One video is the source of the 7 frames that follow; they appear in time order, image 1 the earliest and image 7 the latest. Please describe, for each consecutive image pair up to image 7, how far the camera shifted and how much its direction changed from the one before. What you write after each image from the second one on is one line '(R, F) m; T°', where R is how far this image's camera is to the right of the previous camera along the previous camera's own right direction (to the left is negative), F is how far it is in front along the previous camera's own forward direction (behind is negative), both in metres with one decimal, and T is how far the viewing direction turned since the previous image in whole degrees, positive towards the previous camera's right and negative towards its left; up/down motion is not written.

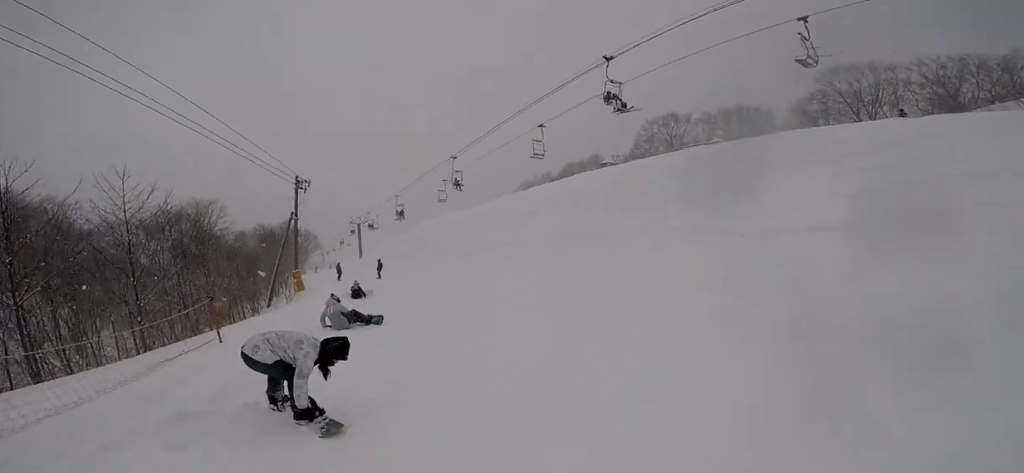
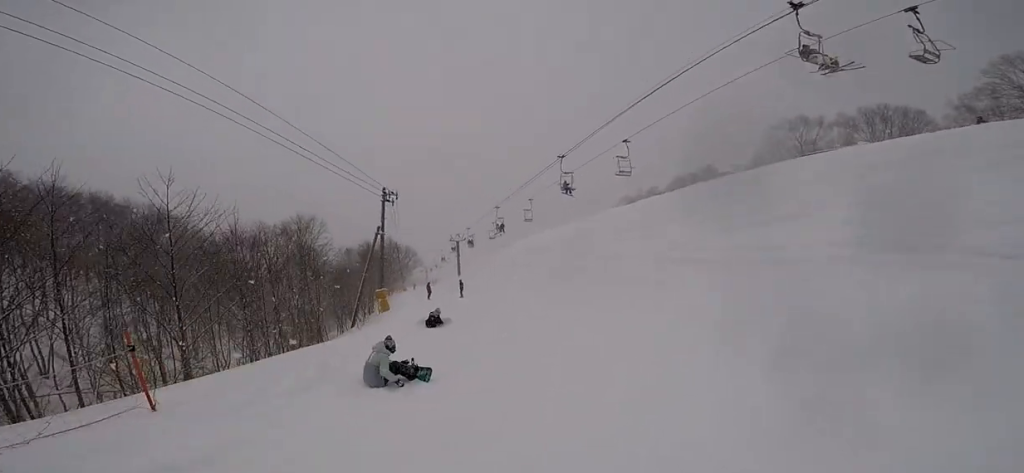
(-0.8, +3.3) m; -5°
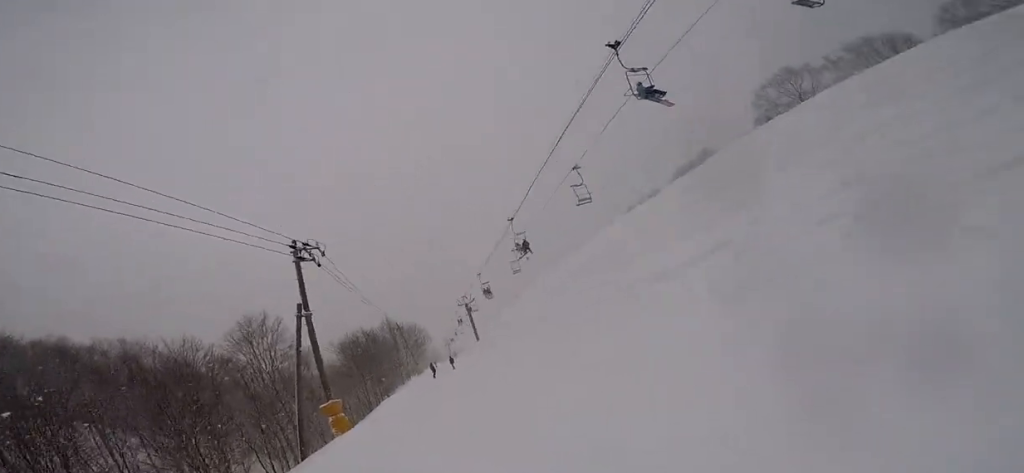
(-1.3, +10.1) m; -18°
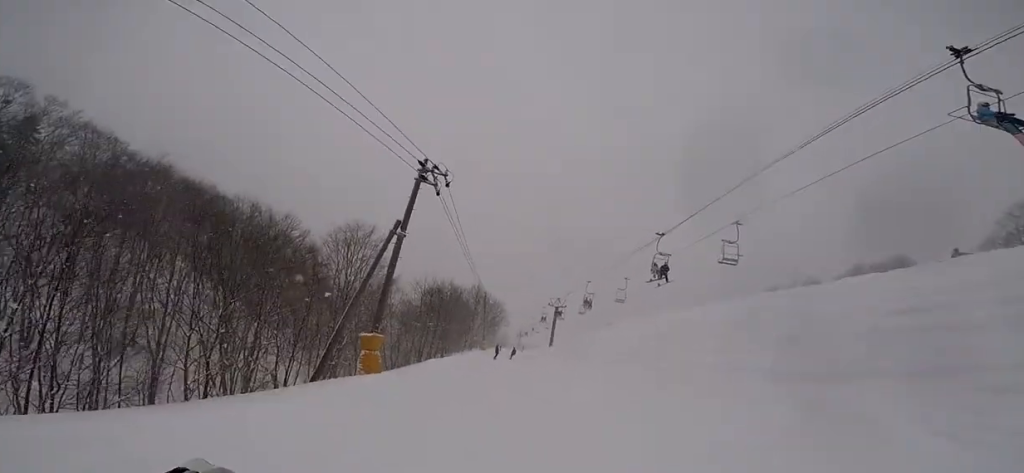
(0.0, +2.6) m; 0°
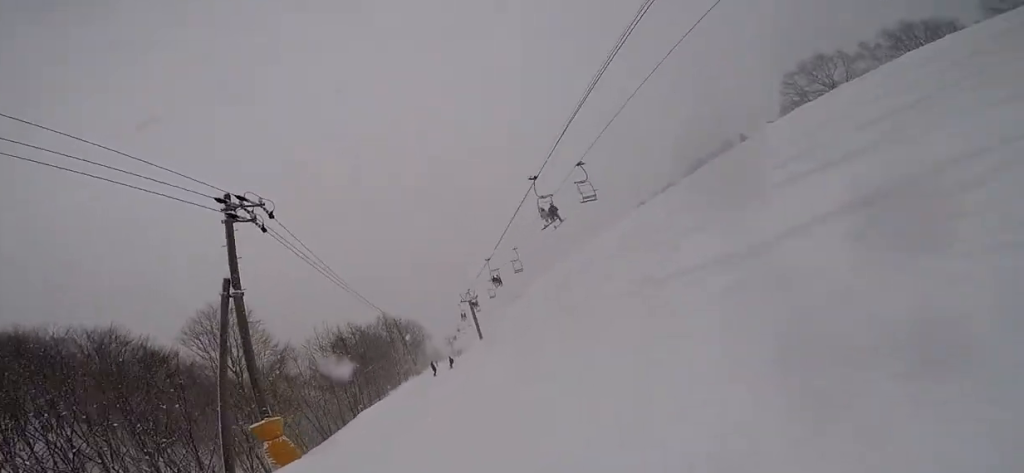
(0.0, +2.2) m; 0°
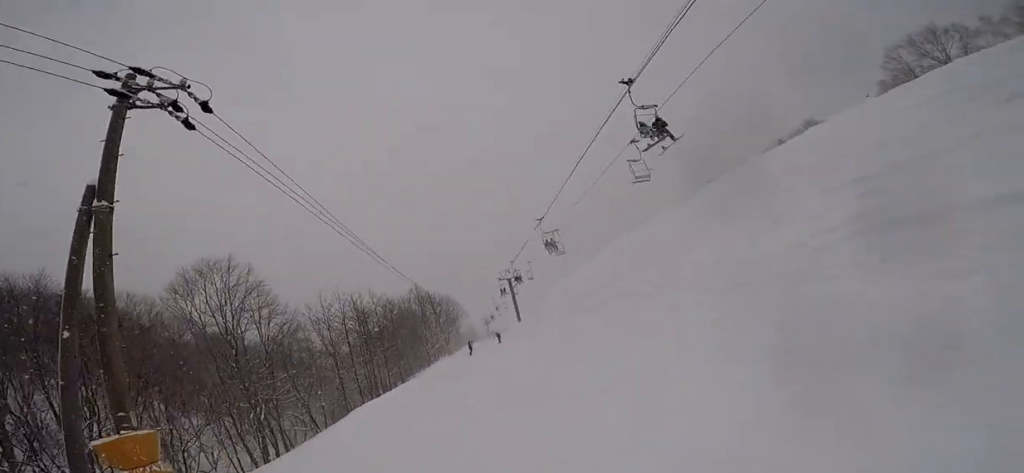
(0.0, +5.6) m; 0°
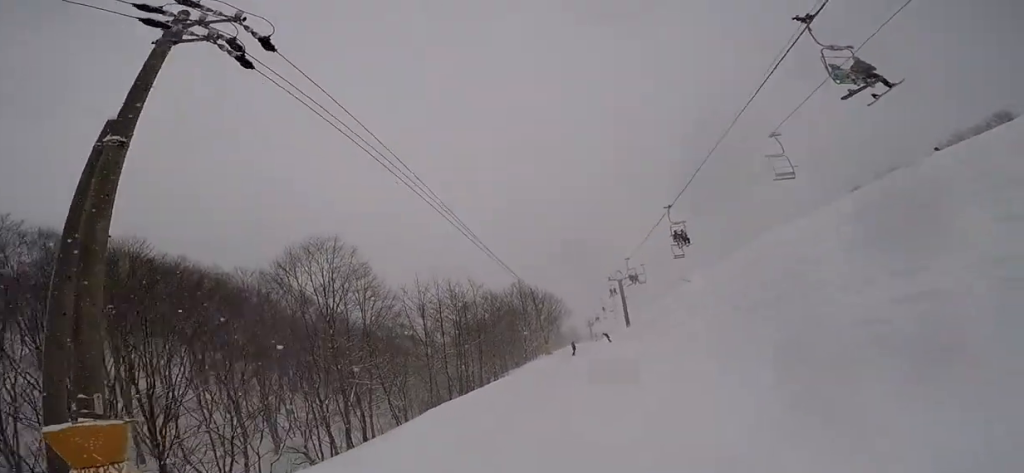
(0.0, +2.7) m; 0°
